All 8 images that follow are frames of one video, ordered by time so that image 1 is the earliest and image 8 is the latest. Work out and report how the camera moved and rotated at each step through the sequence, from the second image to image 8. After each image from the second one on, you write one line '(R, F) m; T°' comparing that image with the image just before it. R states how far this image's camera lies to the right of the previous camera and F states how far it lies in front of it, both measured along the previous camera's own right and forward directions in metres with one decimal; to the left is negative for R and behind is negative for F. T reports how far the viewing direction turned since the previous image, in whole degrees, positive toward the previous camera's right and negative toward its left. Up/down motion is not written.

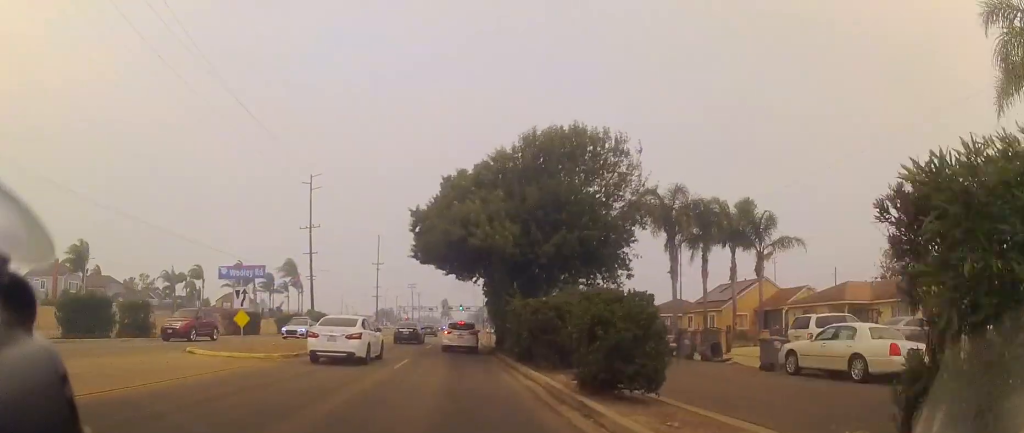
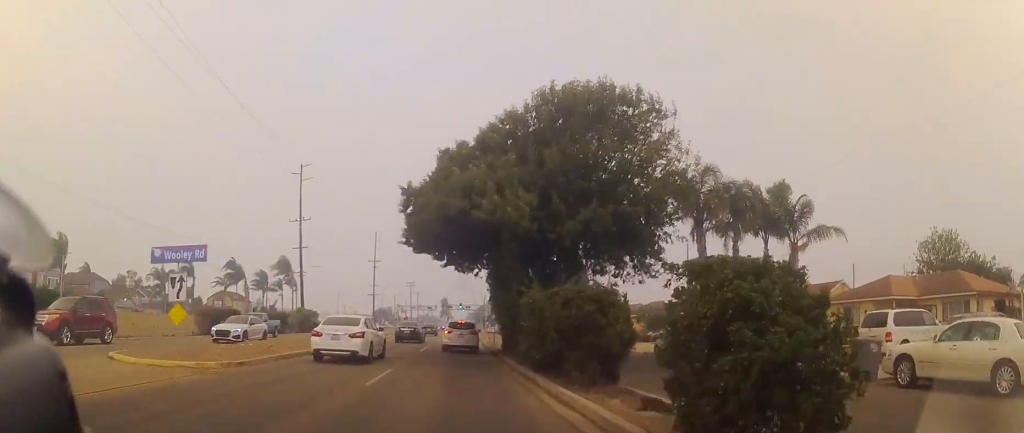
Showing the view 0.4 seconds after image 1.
(0.0, +4.8) m; 0°
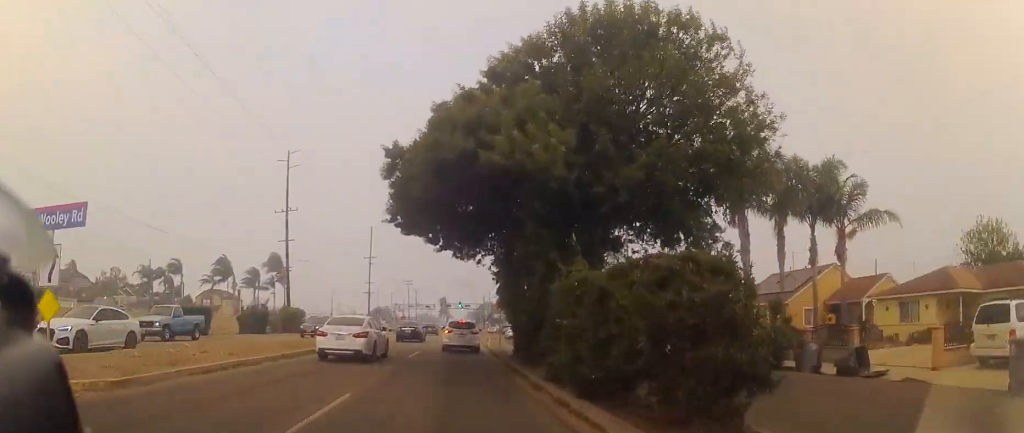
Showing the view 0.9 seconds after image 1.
(0.0, +5.6) m; 0°
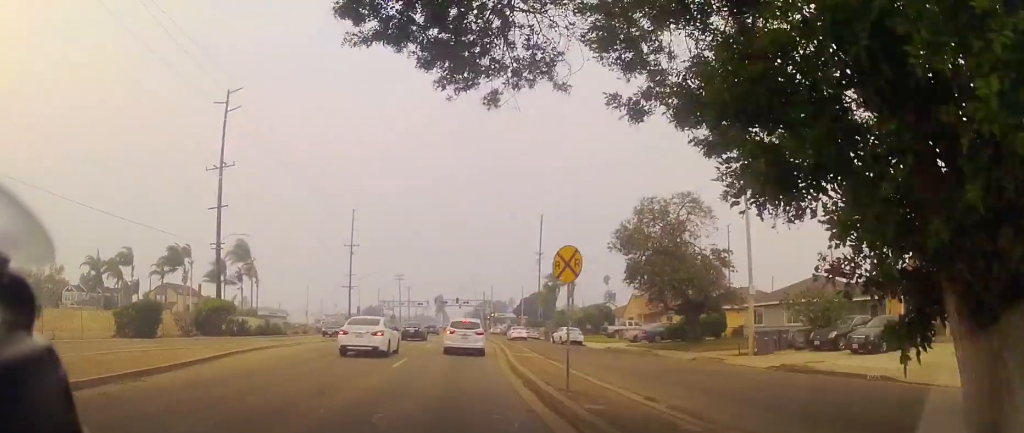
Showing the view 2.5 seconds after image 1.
(+0.4, +18.9) m; +3°
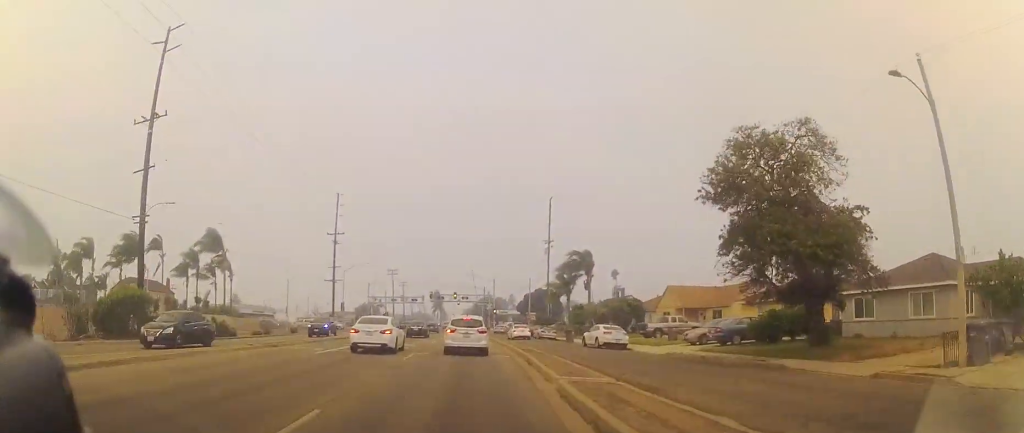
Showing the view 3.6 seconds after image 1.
(+0.3, +12.3) m; 0°
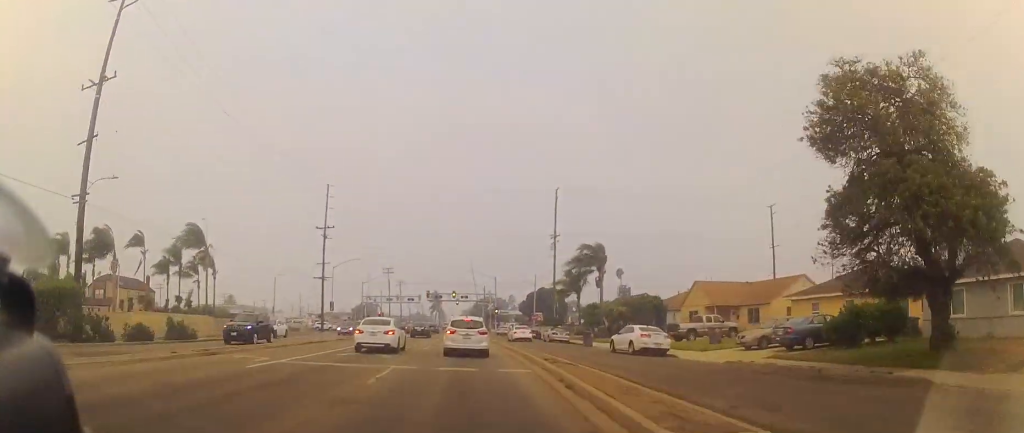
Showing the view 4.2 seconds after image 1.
(0.0, +7.0) m; -1°
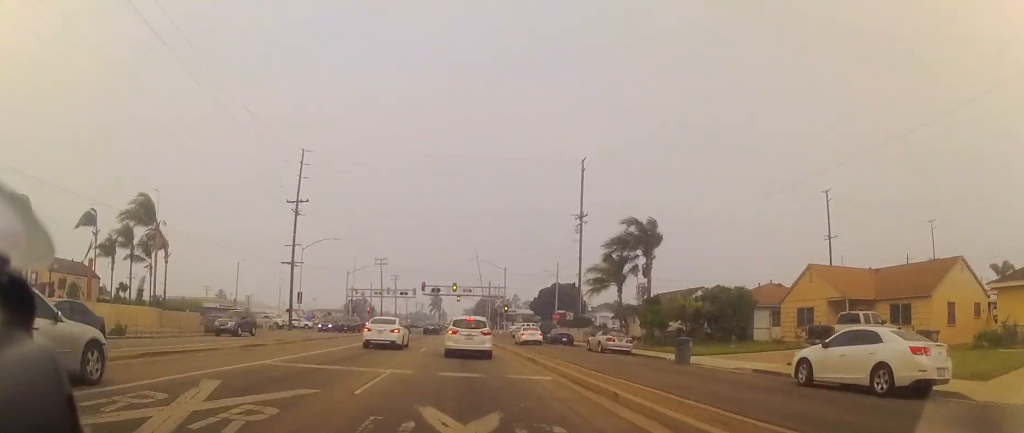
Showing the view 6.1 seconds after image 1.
(-0.6, +17.2) m; -2°
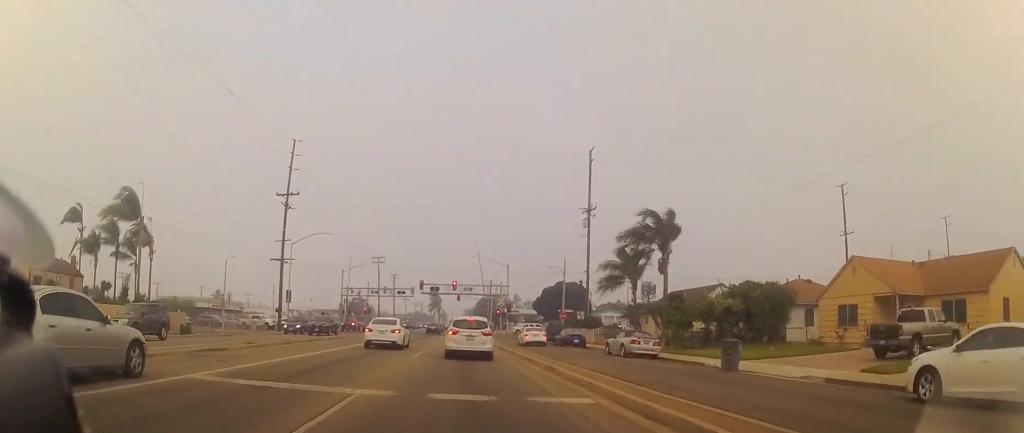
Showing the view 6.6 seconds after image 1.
(0.0, +4.1) m; 0°
